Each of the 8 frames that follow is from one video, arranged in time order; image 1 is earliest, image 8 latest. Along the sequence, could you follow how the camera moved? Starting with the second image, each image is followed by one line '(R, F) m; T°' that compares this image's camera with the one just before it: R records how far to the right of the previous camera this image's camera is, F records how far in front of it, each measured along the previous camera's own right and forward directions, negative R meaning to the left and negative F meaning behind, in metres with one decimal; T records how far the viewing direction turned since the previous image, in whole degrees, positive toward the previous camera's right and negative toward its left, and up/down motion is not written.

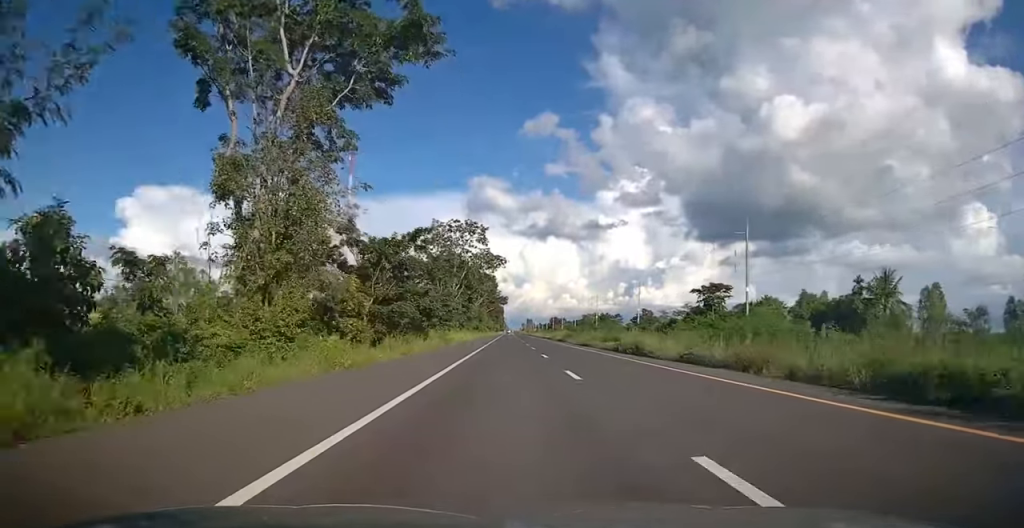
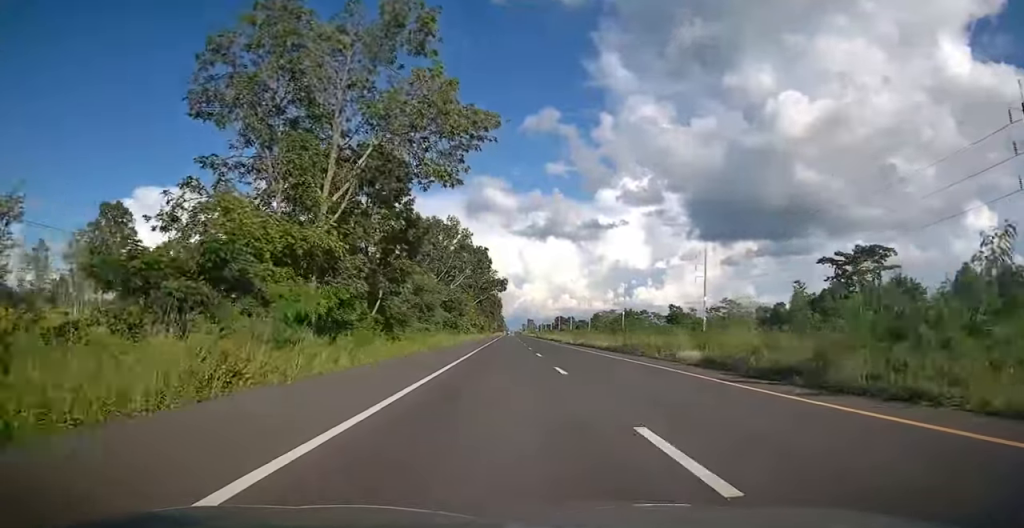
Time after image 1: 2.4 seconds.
(0.0, +58.2) m; 0°
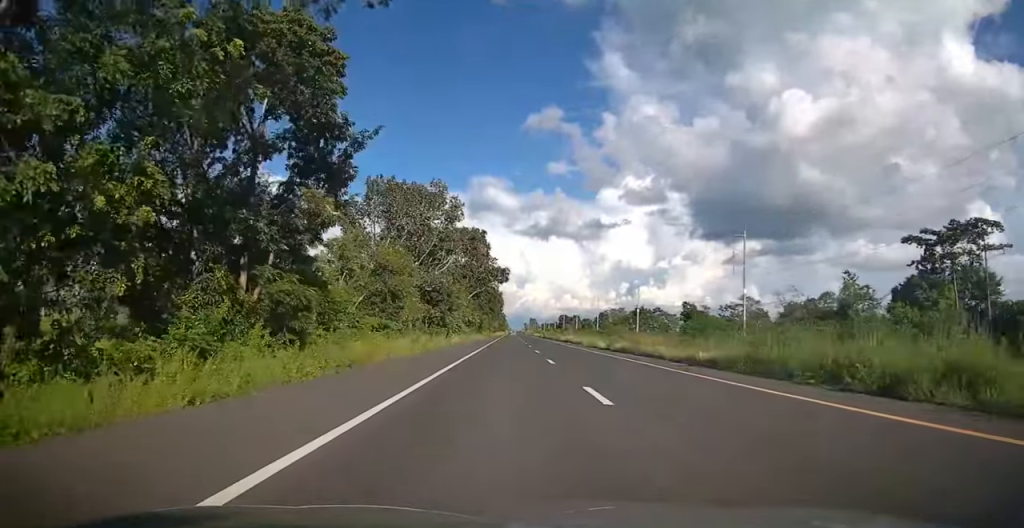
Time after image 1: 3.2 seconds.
(0.0, +18.8) m; 0°
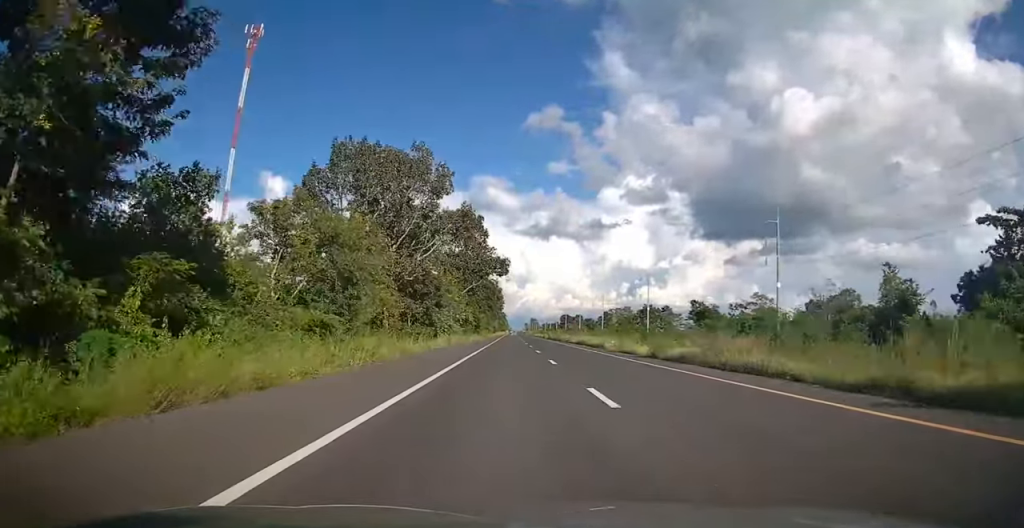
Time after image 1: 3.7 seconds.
(0.0, +12.4) m; 0°
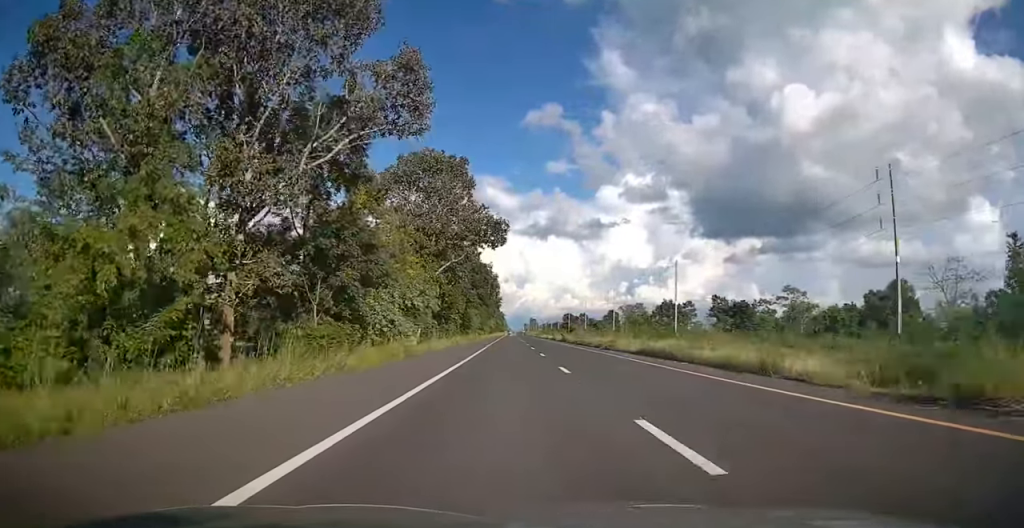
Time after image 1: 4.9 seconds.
(0.0, +28.3) m; 0°
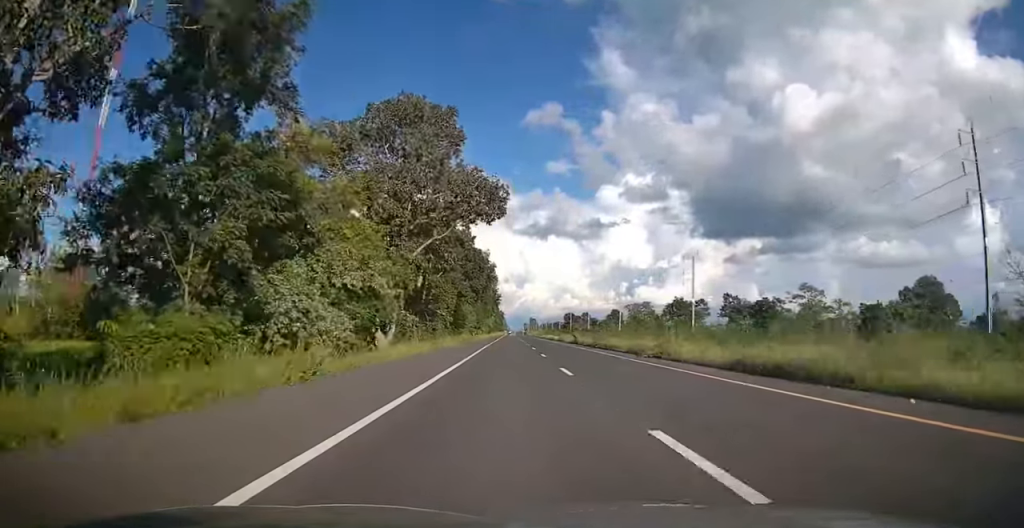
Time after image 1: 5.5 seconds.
(0.0, +12.8) m; 0°
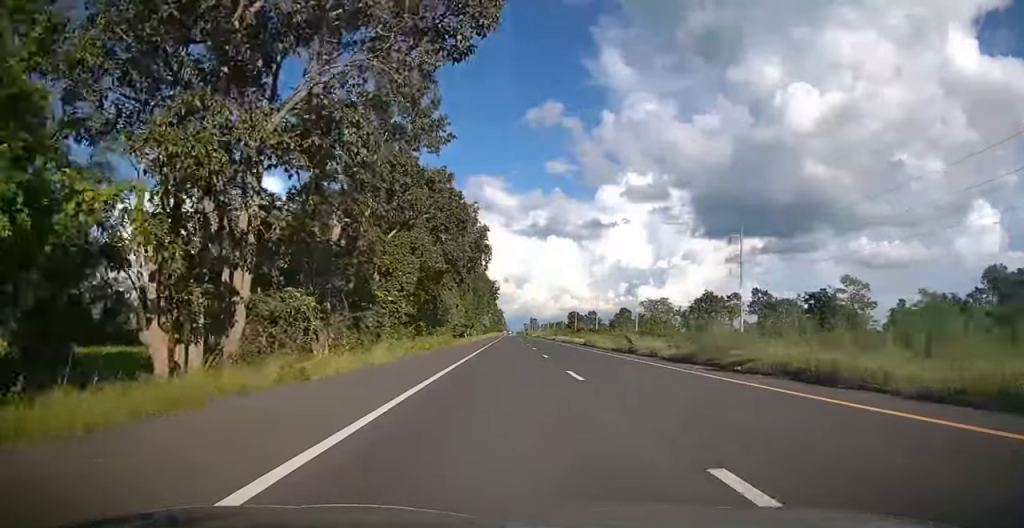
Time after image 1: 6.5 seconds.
(0.0, +26.1) m; 0°
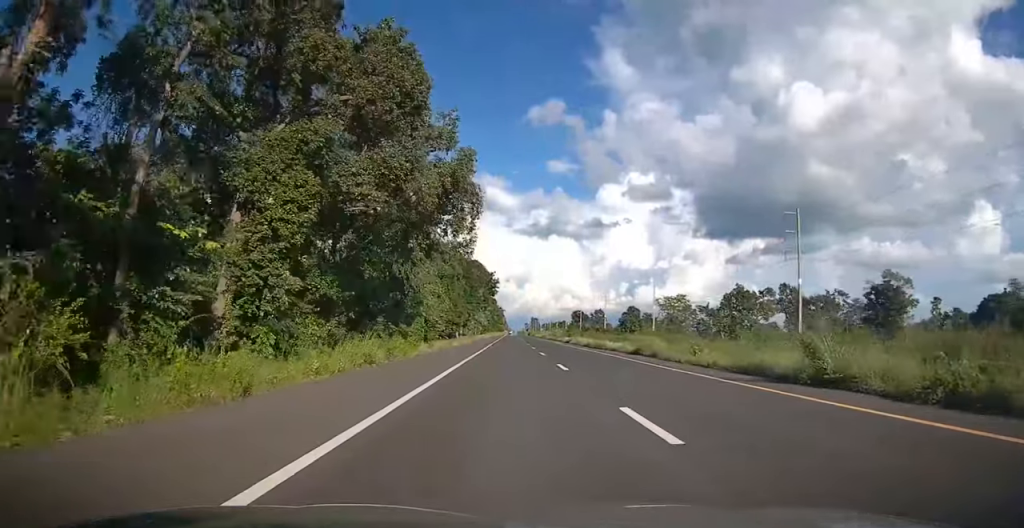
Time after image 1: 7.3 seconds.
(0.0, +19.6) m; 0°
